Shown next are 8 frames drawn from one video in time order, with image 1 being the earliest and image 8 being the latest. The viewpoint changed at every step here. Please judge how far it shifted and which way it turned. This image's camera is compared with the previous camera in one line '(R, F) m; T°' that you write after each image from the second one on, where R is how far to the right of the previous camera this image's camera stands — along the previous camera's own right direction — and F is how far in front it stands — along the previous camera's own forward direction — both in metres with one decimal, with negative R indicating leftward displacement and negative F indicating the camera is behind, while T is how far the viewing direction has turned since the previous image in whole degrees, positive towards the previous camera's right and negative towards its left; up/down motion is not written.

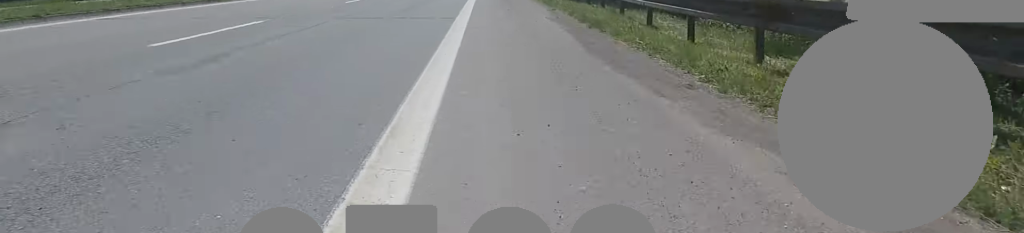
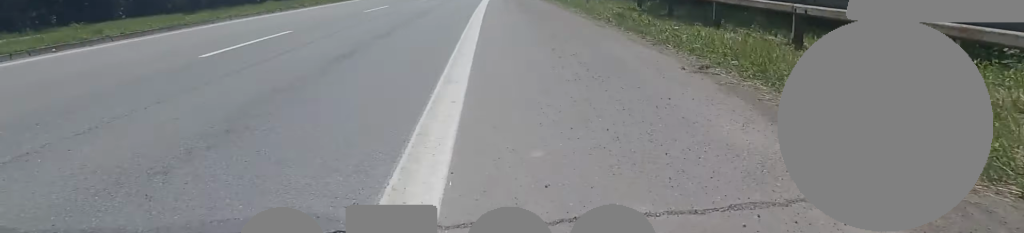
(+0.3, +7.9) m; 0°
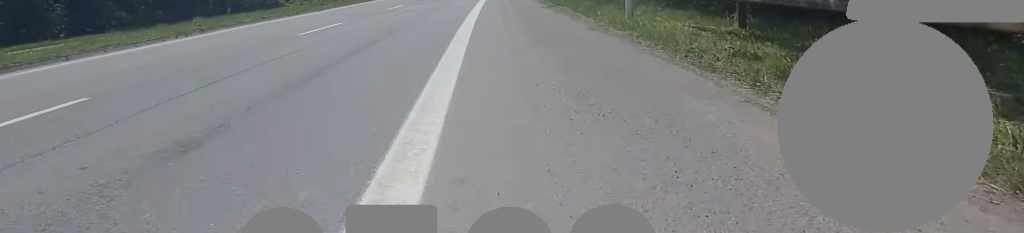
(+0.2, +4.8) m; -2°
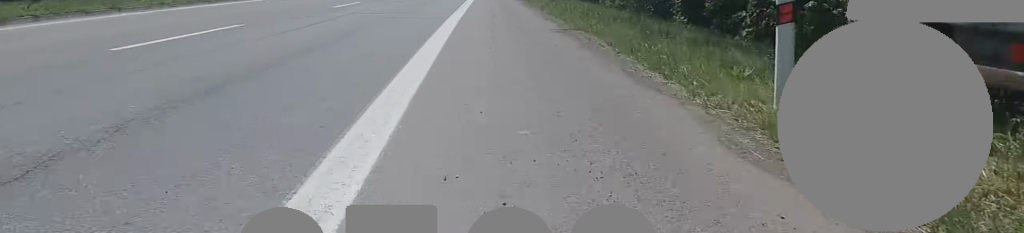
(-0.2, +4.7) m; -1°
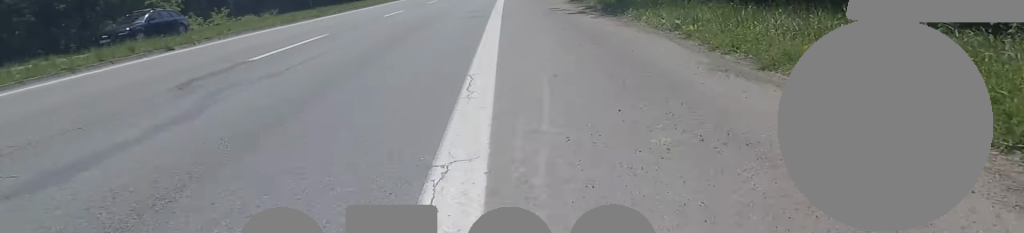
(+0.2, +15.6) m; +5°
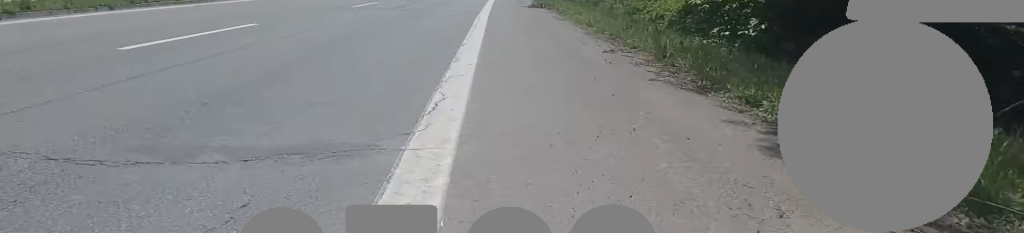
(+0.1, +10.8) m; +1°
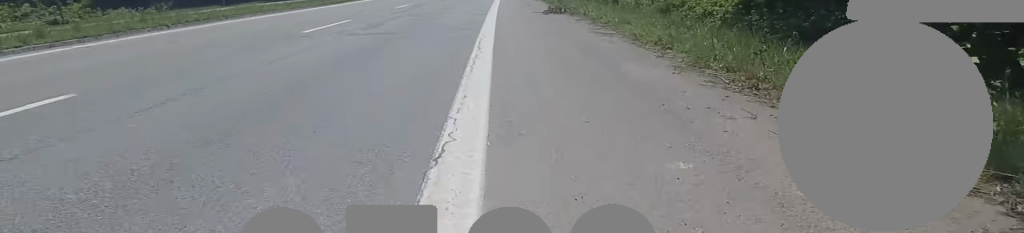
(0.0, +4.1) m; 0°
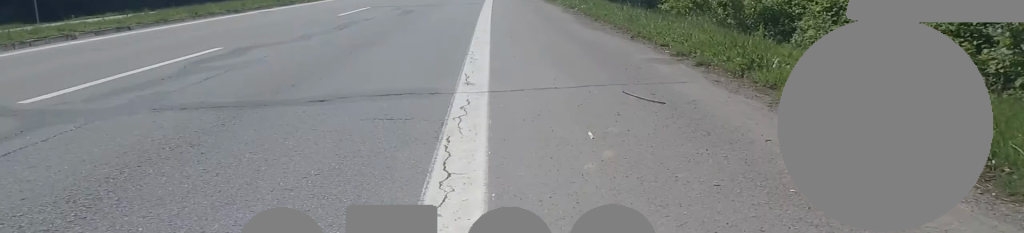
(0.0, +15.3) m; 0°
